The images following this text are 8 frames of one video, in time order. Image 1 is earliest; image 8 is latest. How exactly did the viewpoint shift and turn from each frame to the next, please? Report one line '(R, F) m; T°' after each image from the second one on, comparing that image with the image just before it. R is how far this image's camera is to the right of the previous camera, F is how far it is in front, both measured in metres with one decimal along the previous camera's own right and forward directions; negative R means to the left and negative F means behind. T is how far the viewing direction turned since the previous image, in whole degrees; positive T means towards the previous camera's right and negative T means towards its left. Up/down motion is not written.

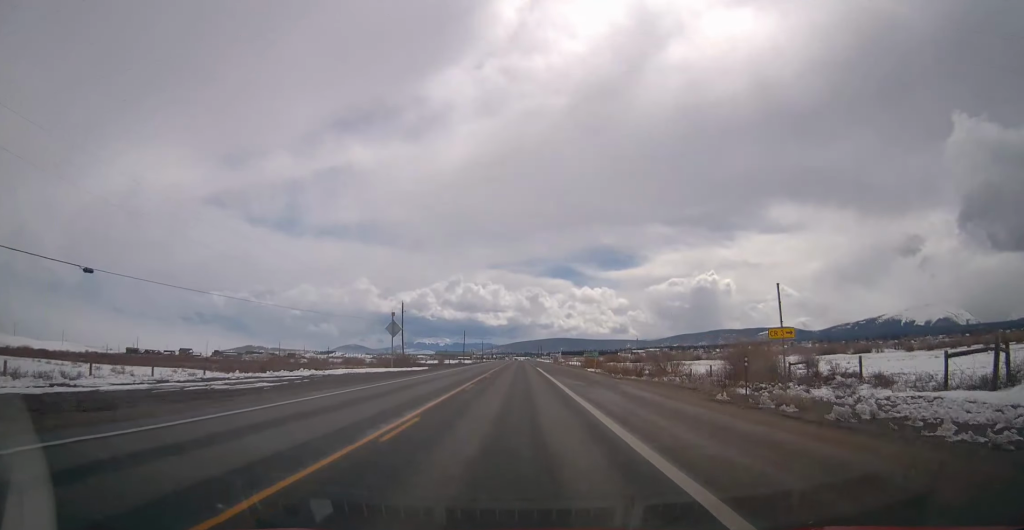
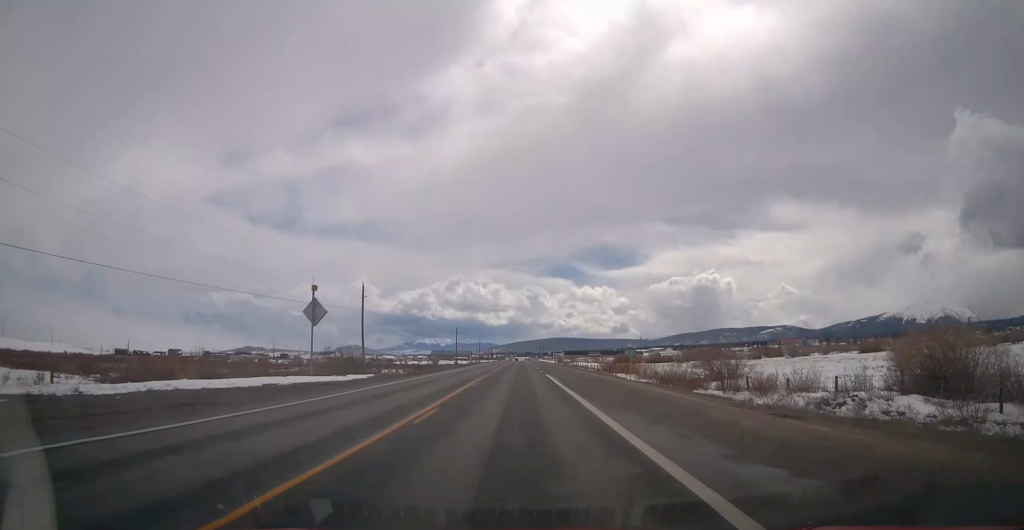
(+0.3, +21.8) m; 0°
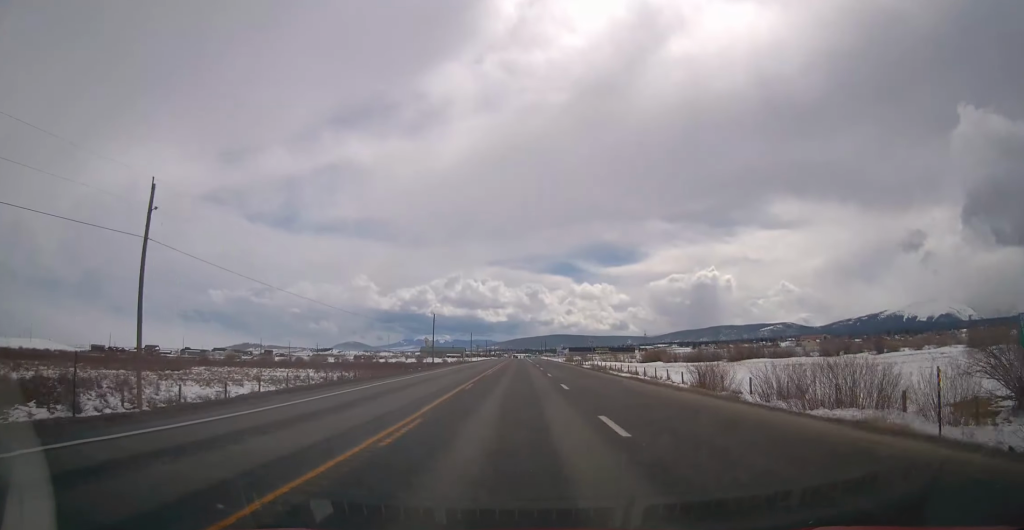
(-0.6, +39.4) m; -1°
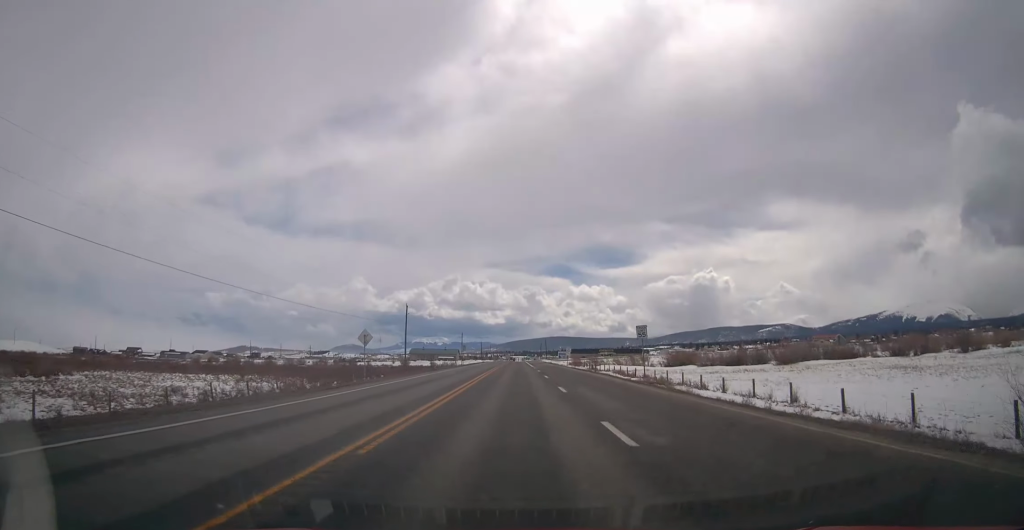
(-0.2, +24.8) m; 0°
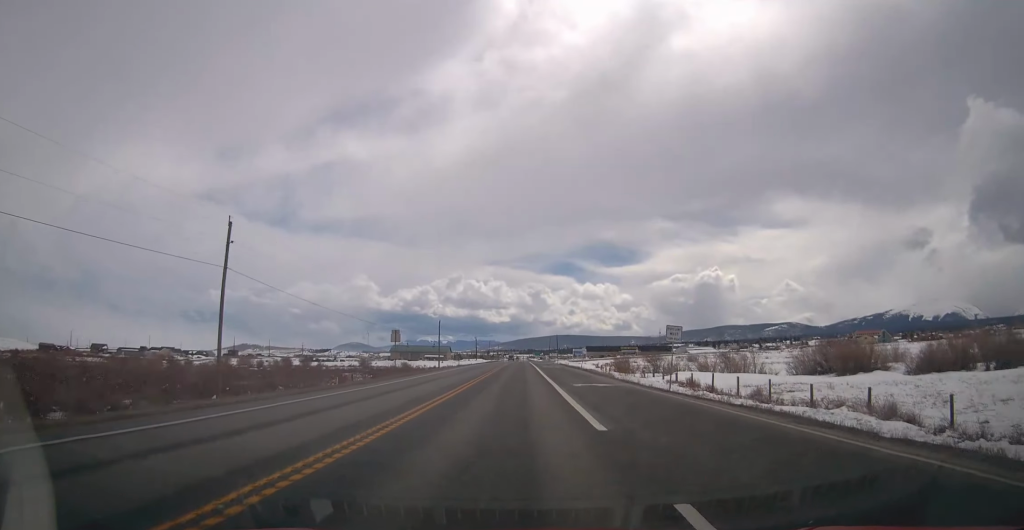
(+0.7, +55.2) m; +1°
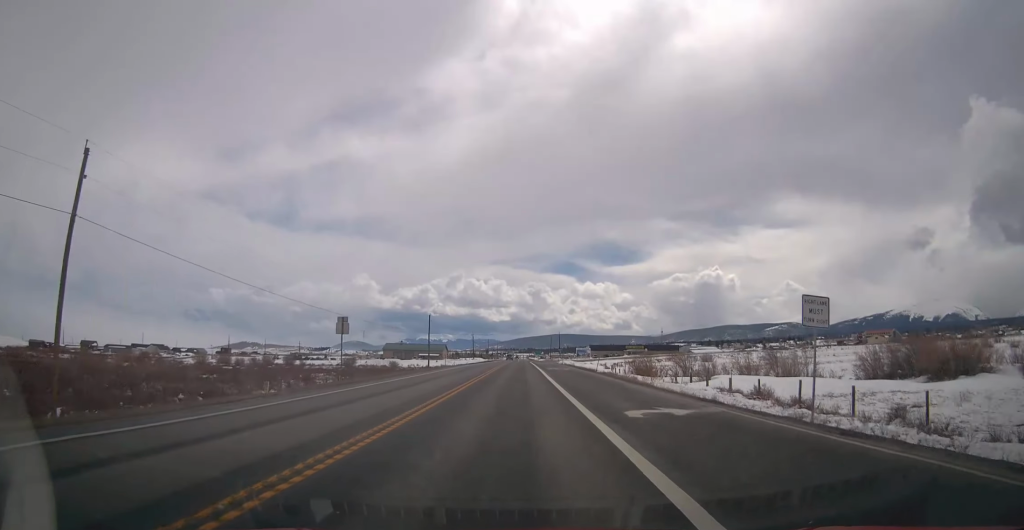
(0.0, +13.3) m; 0°
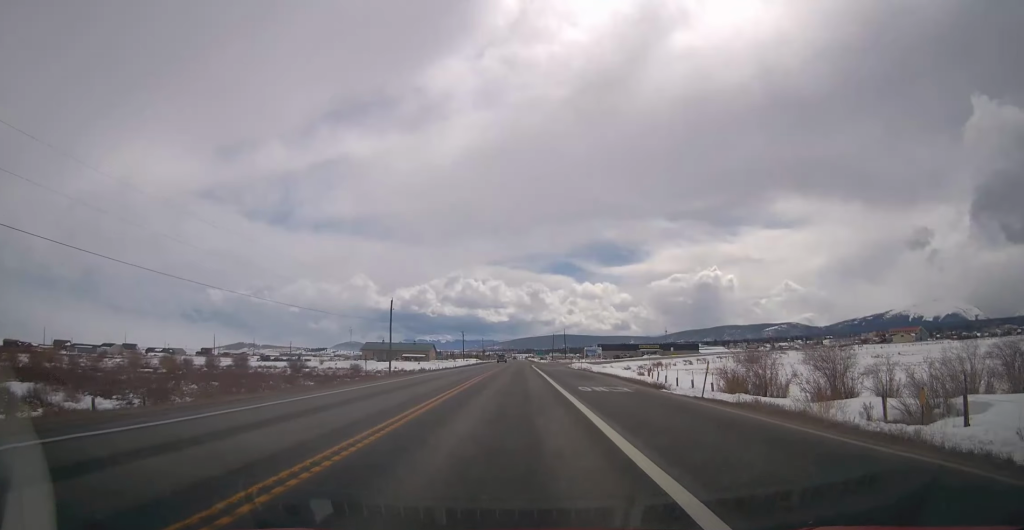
(0.0, +30.5) m; -1°
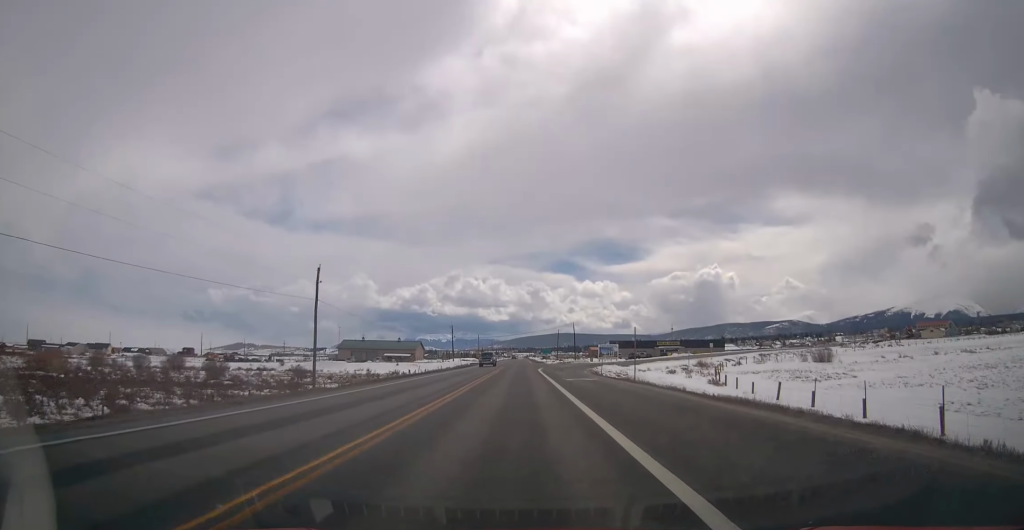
(-0.3, +28.6) m; -1°
